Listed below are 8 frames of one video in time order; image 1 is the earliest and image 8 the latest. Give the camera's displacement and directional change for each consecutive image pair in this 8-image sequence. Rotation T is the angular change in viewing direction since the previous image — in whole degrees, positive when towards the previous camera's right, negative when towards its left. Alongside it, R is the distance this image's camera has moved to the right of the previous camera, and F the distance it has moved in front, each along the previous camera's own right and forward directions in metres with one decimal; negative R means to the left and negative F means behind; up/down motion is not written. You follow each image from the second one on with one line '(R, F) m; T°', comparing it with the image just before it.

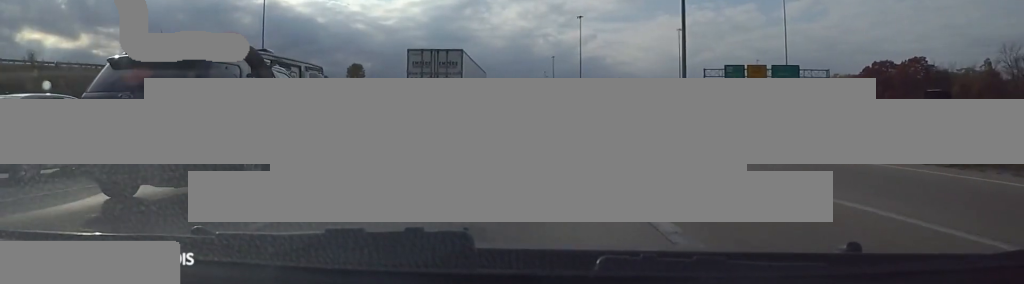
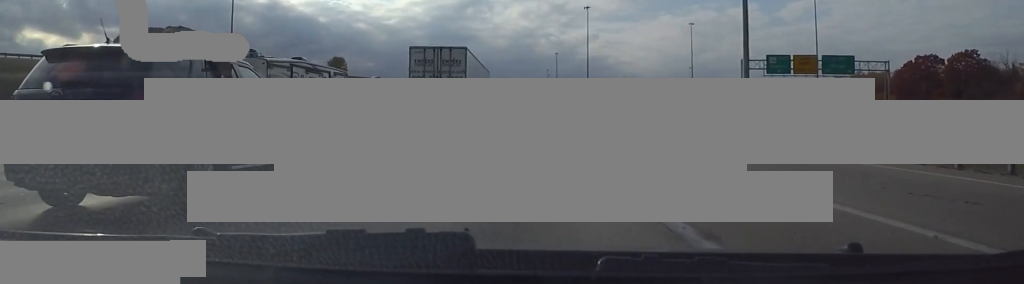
(0.0, +19.6) m; 0°
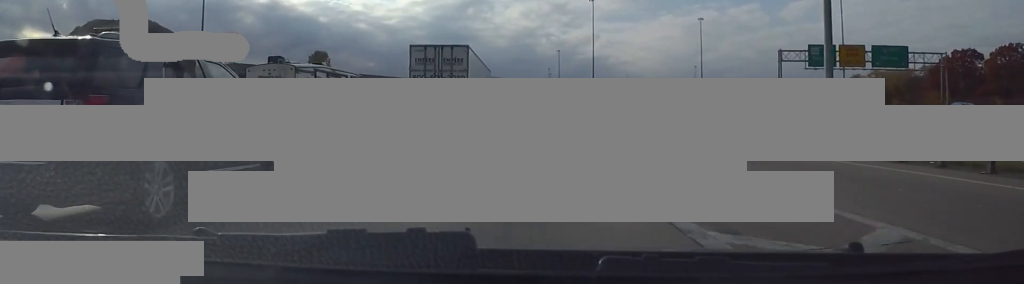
(0.0, +14.5) m; 0°
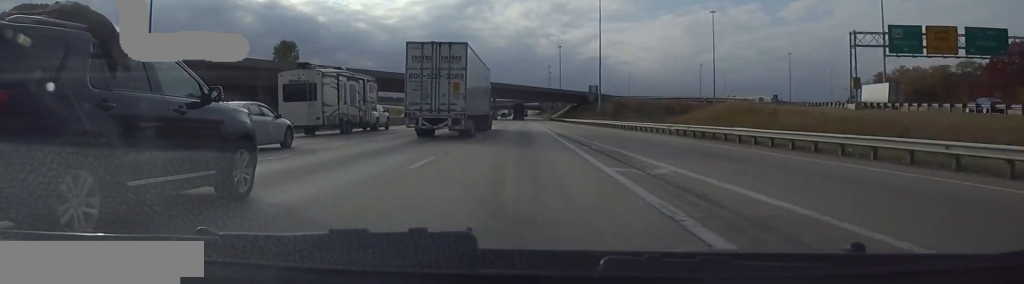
(0.0, +19.6) m; 0°
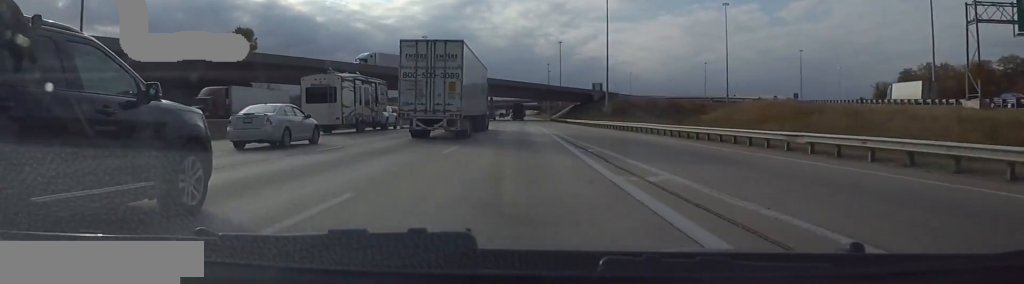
(0.0, +19.4) m; 0°
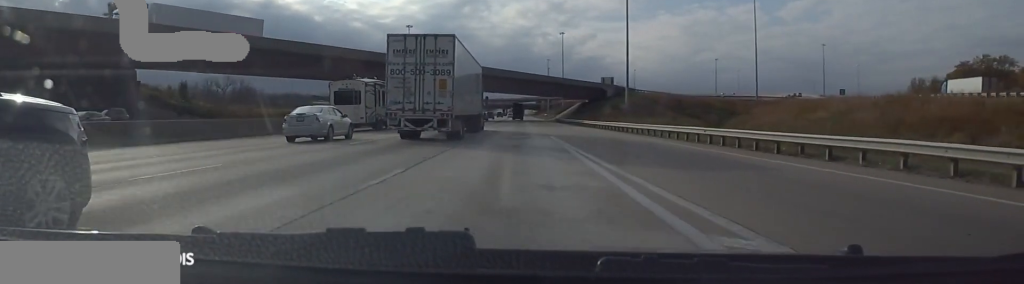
(0.0, +33.3) m; 0°
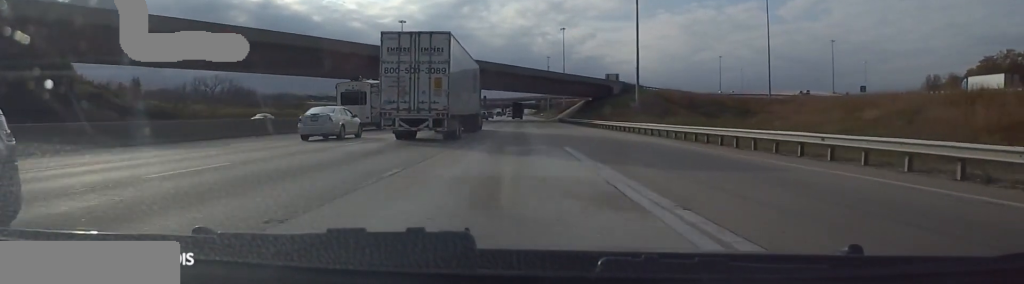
(0.0, +12.0) m; 0°
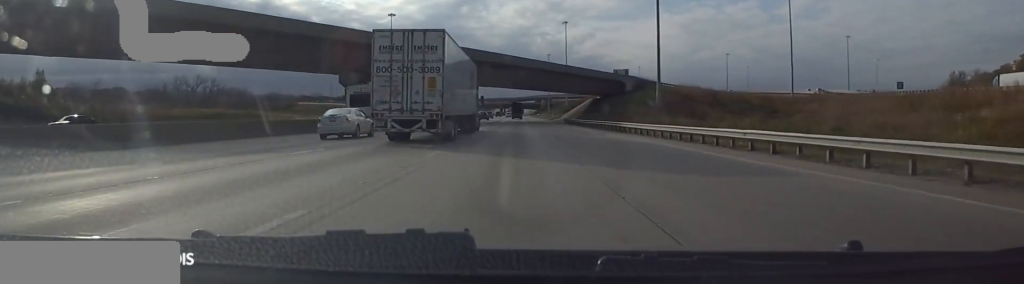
(0.0, +17.8) m; 0°
